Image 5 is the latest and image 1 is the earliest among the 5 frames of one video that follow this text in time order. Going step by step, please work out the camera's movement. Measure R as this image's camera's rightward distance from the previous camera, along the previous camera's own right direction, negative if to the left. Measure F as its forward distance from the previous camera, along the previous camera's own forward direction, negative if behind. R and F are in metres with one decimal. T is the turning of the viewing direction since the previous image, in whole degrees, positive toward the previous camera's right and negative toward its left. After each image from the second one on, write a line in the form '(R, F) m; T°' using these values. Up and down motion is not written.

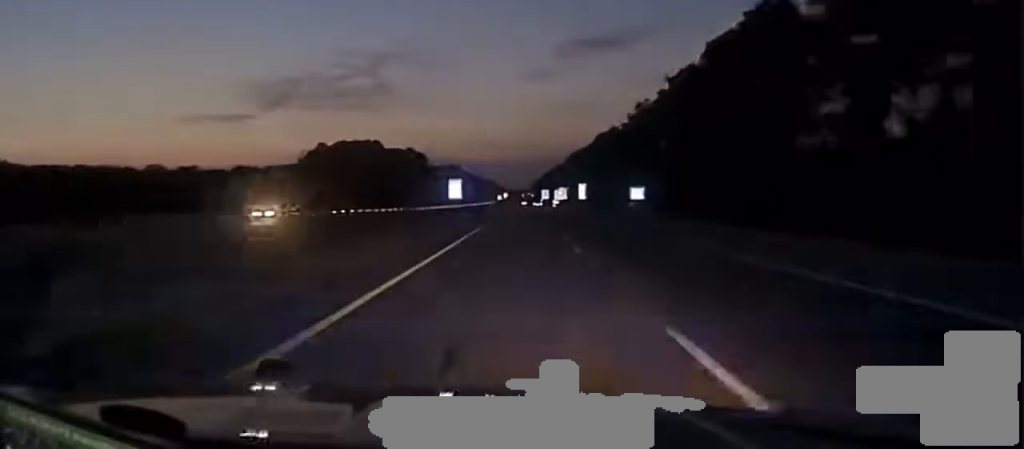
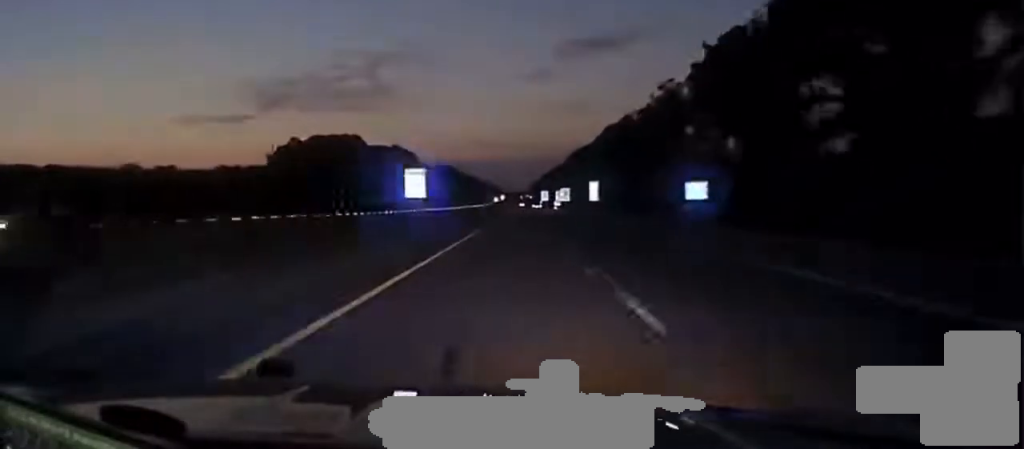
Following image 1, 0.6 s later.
(+0.2, +31.9) m; 0°
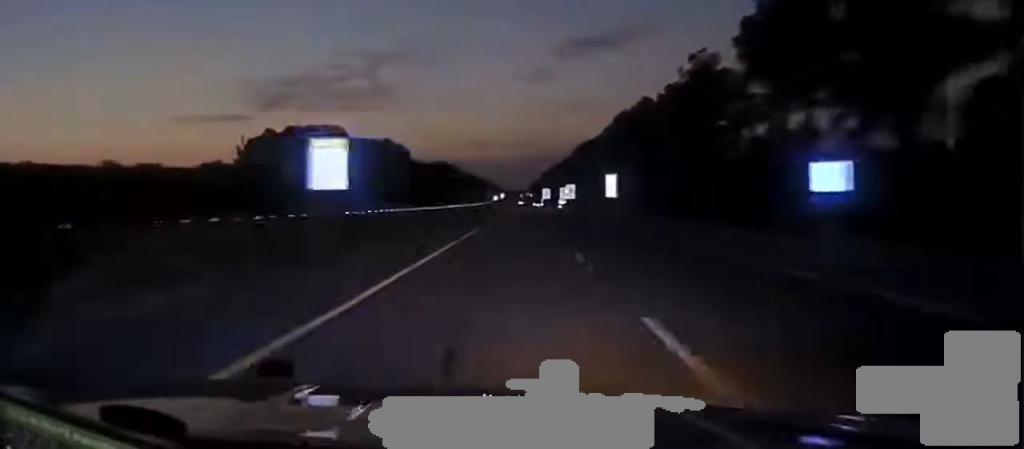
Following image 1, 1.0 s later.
(0.0, +26.9) m; 0°
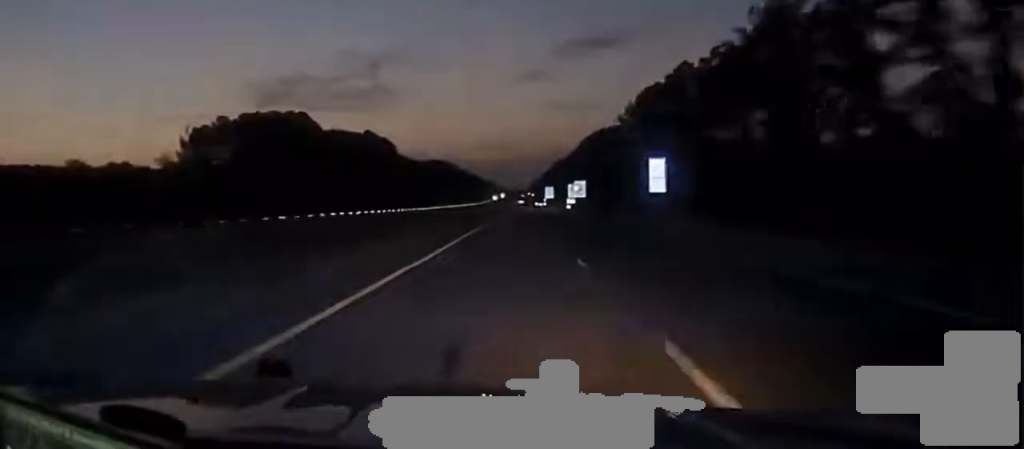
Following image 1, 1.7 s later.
(0.0, +38.9) m; 0°
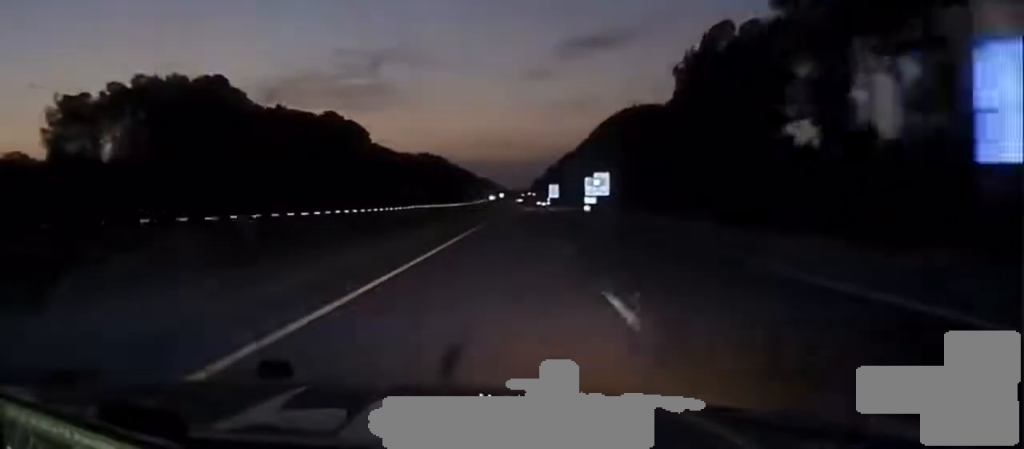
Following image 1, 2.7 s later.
(+0.1, +58.0) m; +1°
